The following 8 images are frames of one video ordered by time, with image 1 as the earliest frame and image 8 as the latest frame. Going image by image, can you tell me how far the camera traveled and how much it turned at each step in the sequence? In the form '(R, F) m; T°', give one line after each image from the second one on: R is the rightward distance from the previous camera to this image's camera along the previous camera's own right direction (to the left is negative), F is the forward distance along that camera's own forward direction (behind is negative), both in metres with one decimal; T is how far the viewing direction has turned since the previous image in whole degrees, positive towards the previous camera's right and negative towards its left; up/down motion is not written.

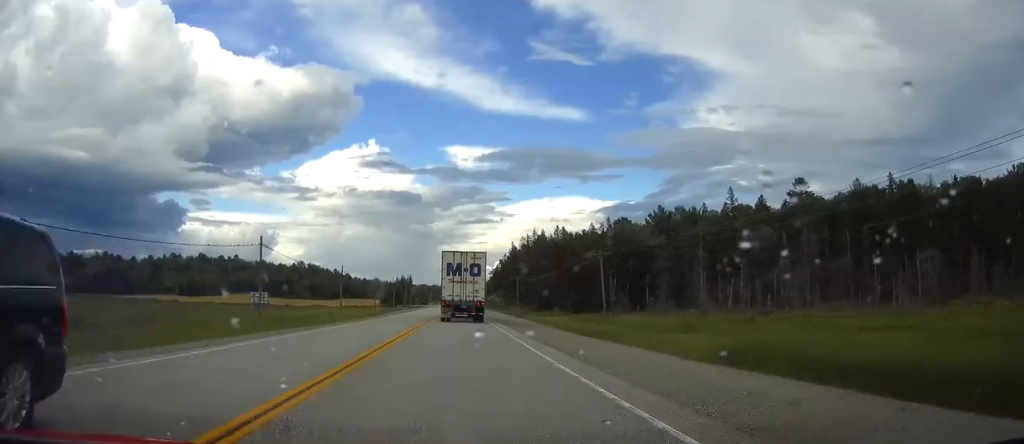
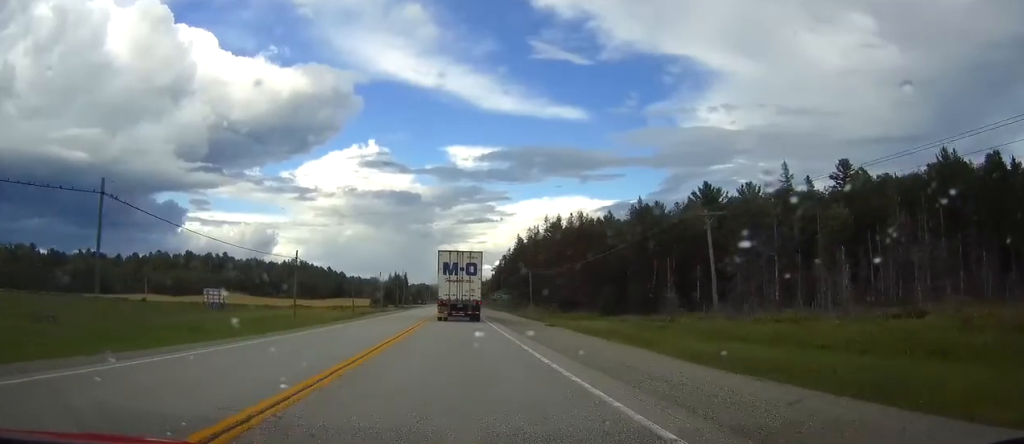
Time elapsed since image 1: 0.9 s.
(0.0, +26.6) m; 0°
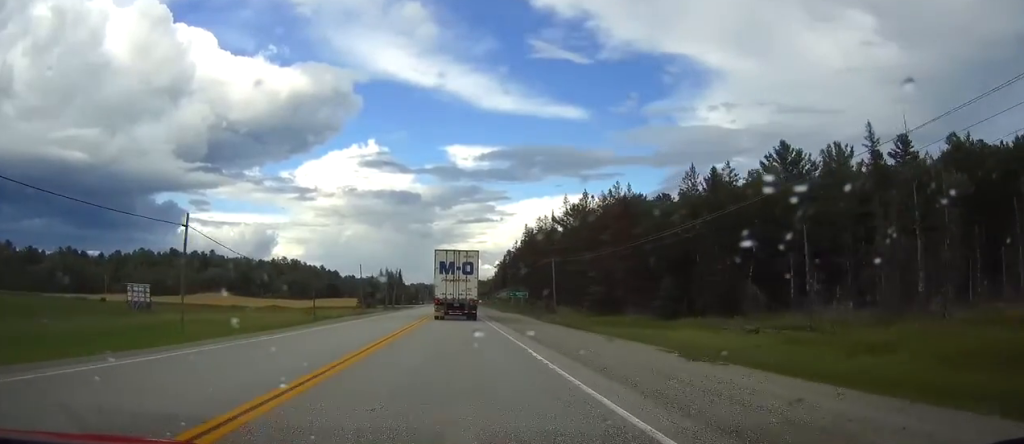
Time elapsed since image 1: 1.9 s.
(0.0, +28.7) m; 0°
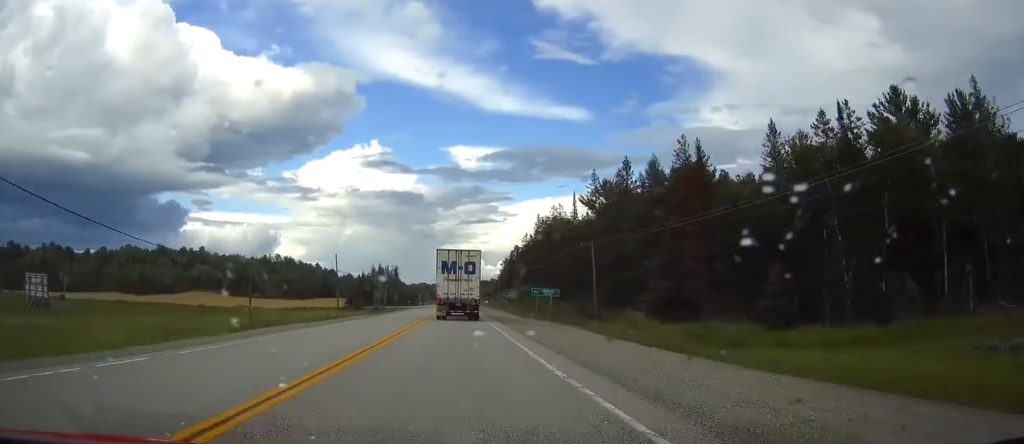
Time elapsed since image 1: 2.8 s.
(0.0, +24.9) m; 0°
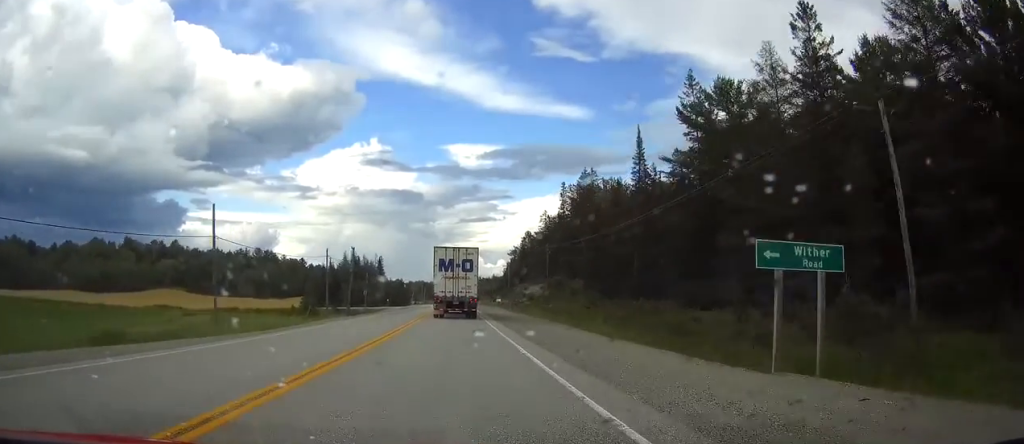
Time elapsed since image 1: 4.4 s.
(0.0, +46.0) m; 0°
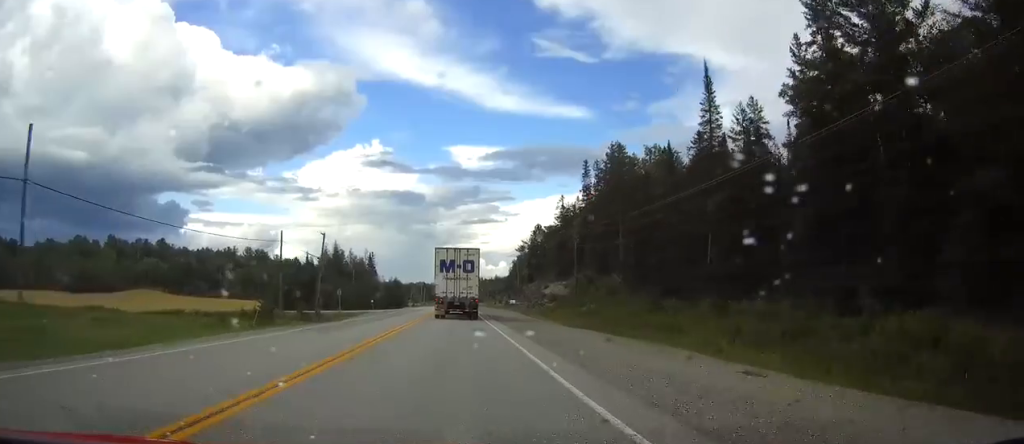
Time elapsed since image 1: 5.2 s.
(-0.1, +22.9) m; 0°
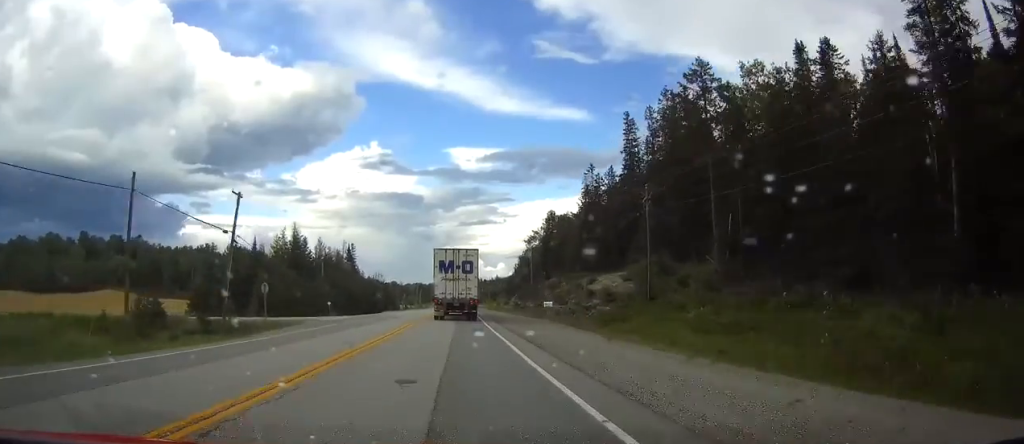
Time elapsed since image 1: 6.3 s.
(0.0, +30.3) m; 0°
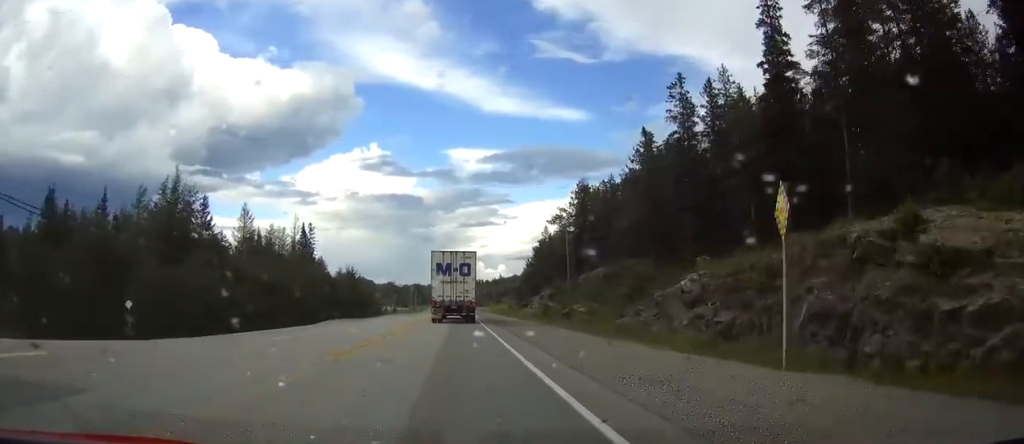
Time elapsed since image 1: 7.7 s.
(+0.1, +40.4) m; 0°
